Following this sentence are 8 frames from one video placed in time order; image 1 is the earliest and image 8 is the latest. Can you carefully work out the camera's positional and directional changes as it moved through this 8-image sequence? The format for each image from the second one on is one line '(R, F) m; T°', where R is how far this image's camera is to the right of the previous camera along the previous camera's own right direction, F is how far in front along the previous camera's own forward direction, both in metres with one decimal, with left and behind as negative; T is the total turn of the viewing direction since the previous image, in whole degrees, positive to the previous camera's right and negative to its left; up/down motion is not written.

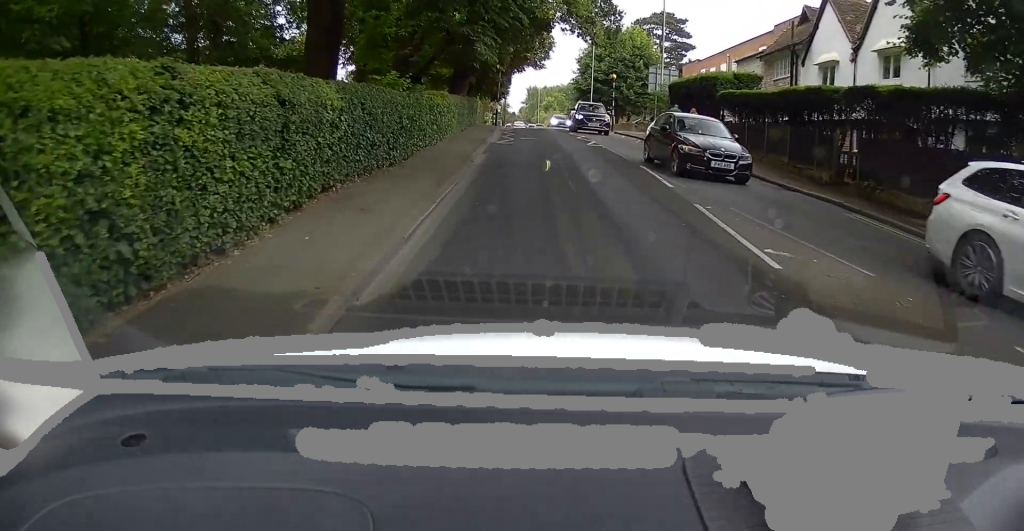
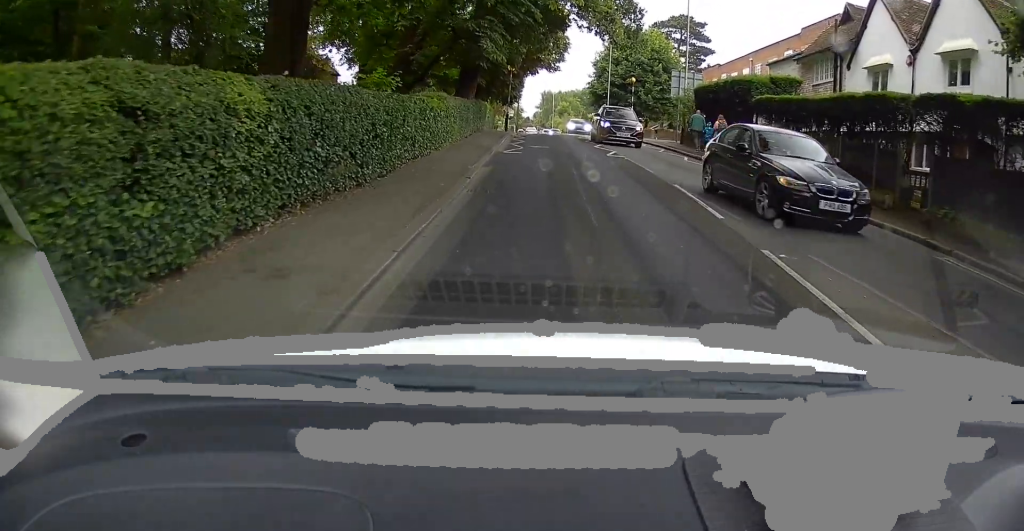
(0.0, +3.2) m; -1°
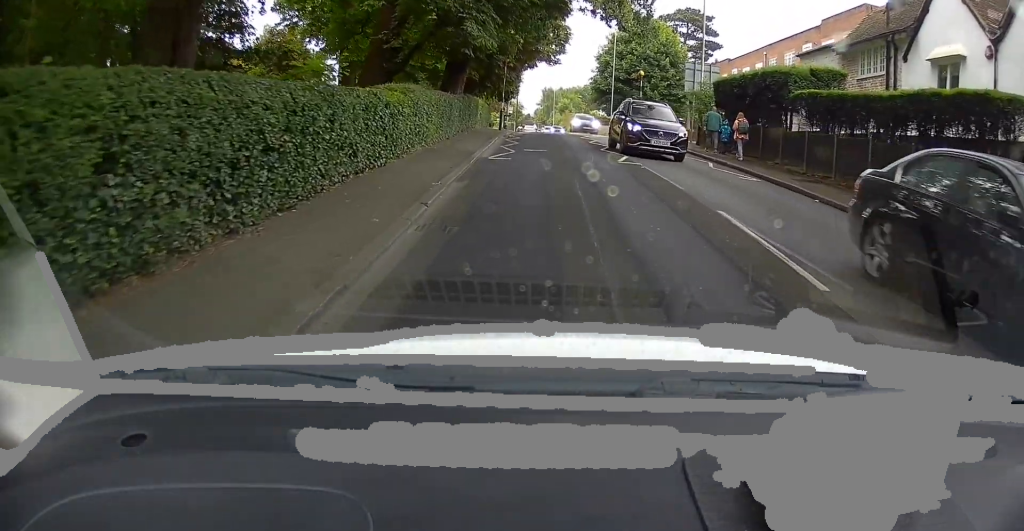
(+0.1, +4.4) m; -1°
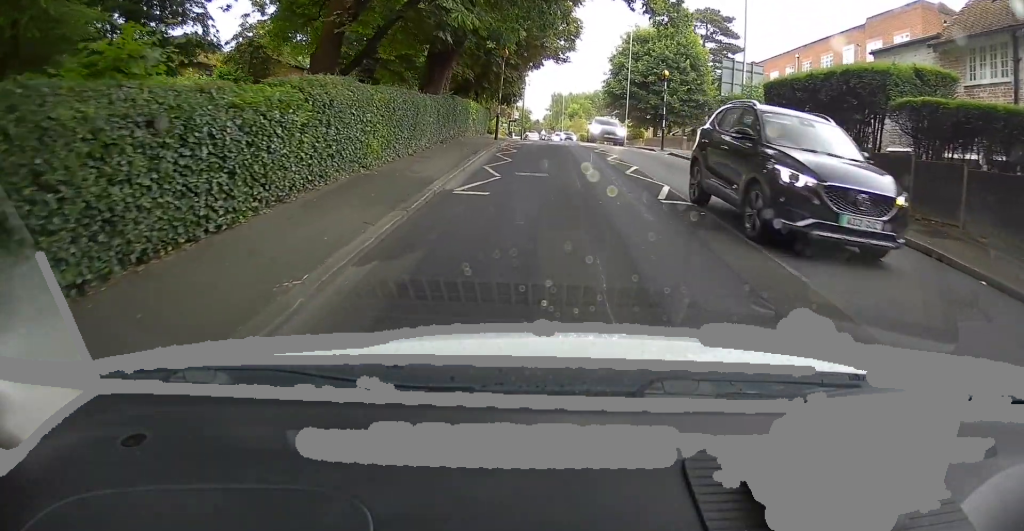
(-0.2, +6.5) m; -2°
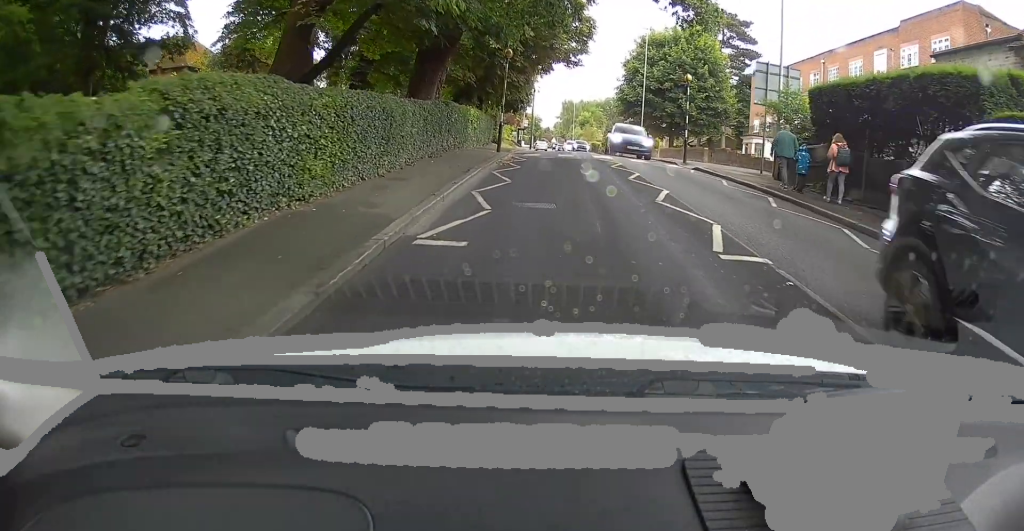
(0.0, +3.5) m; -1°
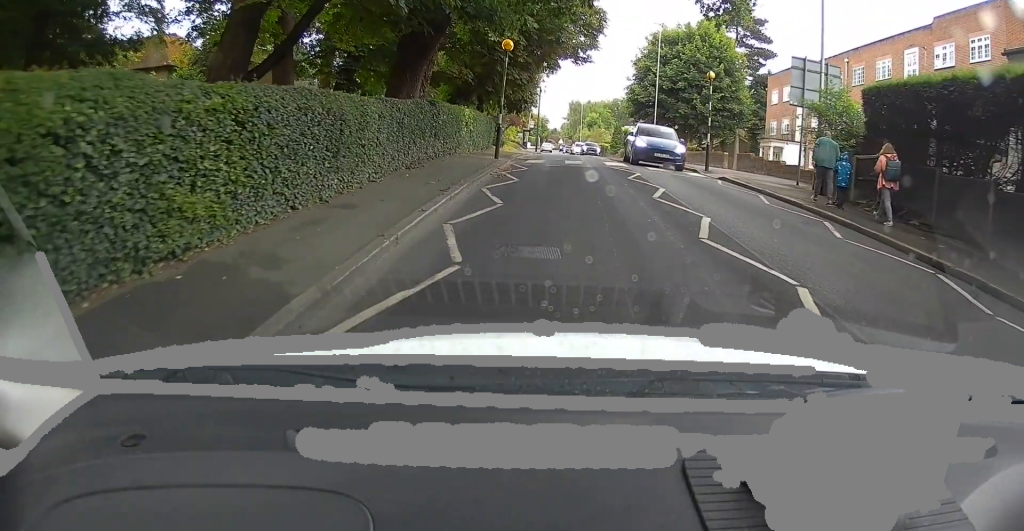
(0.0, +3.4) m; -1°
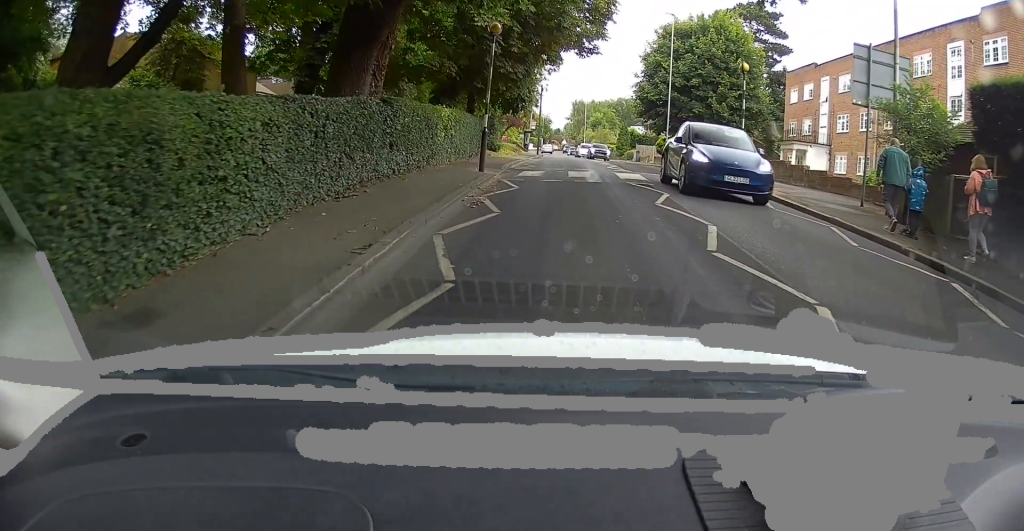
(-0.2, +4.7) m; +1°
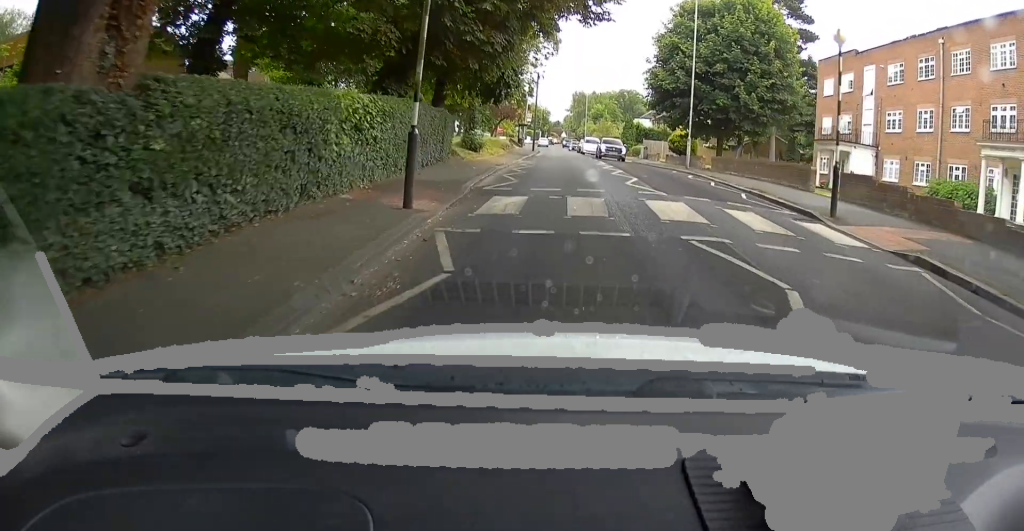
(+0.1, +7.8) m; -2°
